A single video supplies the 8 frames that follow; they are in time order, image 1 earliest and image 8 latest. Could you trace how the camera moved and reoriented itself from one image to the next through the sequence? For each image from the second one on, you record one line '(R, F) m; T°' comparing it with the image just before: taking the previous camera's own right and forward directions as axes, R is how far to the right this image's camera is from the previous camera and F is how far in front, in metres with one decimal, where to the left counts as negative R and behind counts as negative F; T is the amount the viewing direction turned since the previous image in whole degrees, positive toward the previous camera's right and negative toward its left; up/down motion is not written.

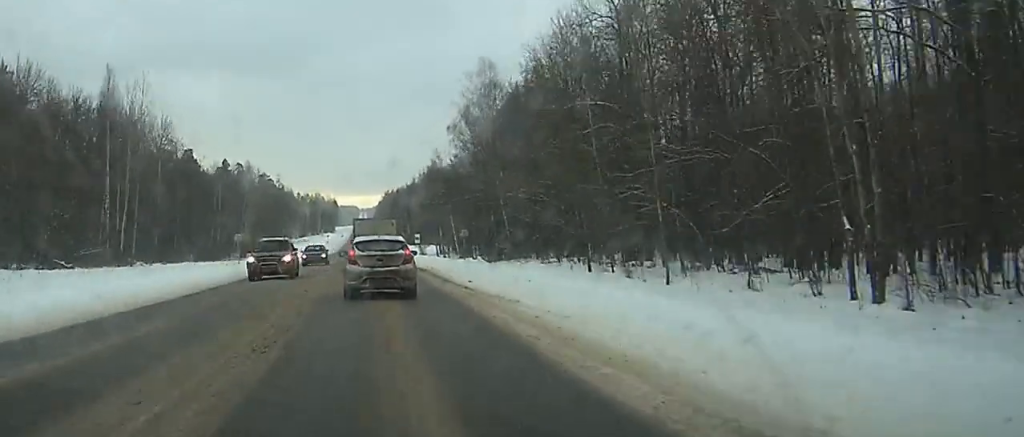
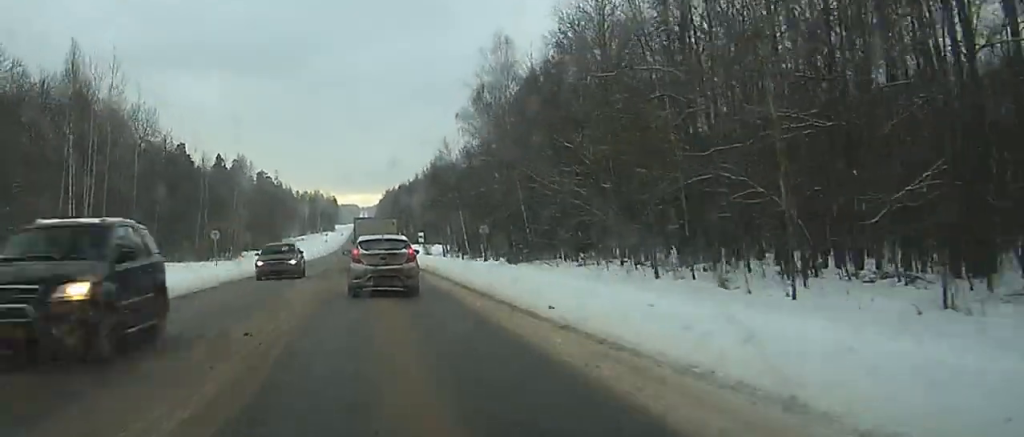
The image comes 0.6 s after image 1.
(0.0, +12.8) m; 0°
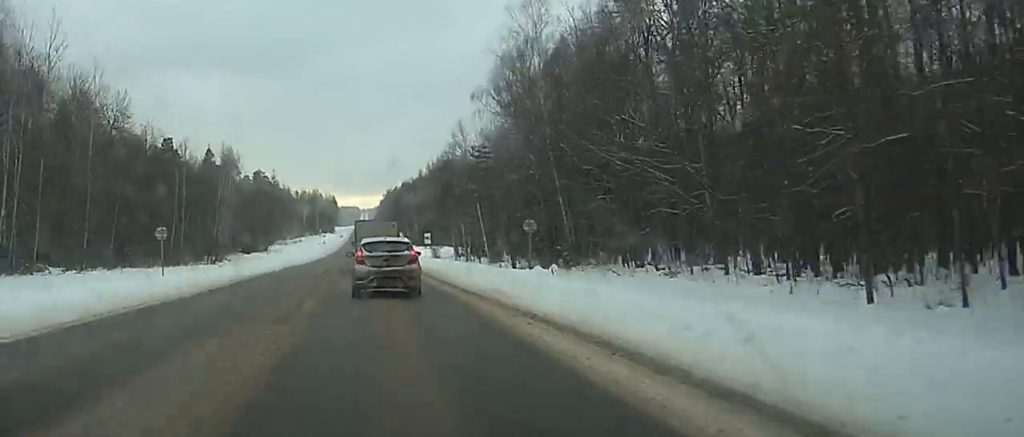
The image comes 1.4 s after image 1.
(0.0, +20.2) m; 0°
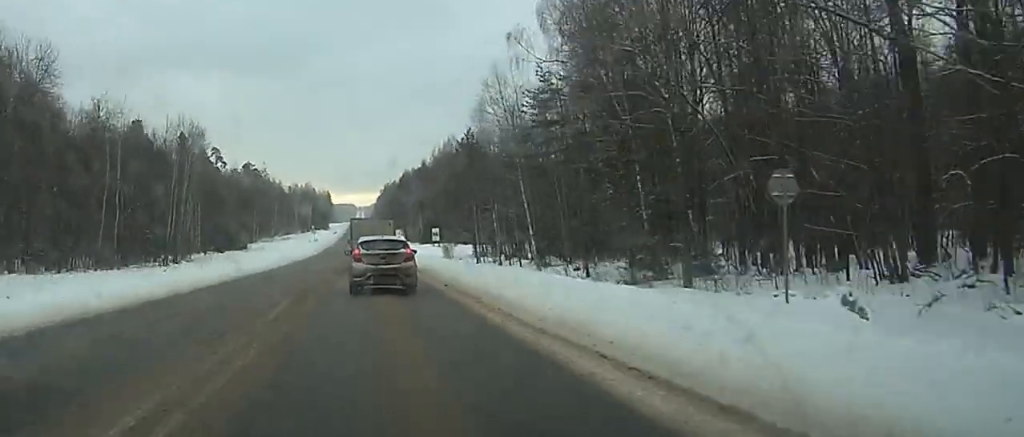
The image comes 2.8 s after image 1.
(+0.1, +36.3) m; 0°
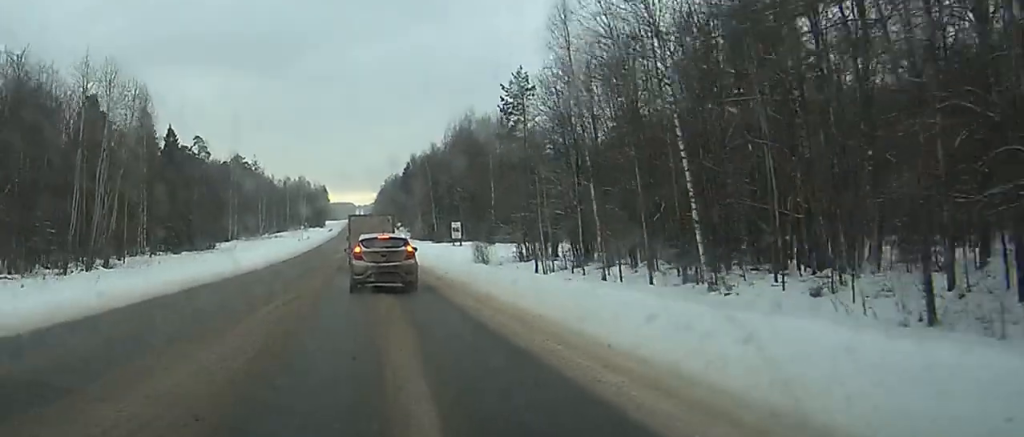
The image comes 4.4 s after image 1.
(0.0, +40.1) m; 0°
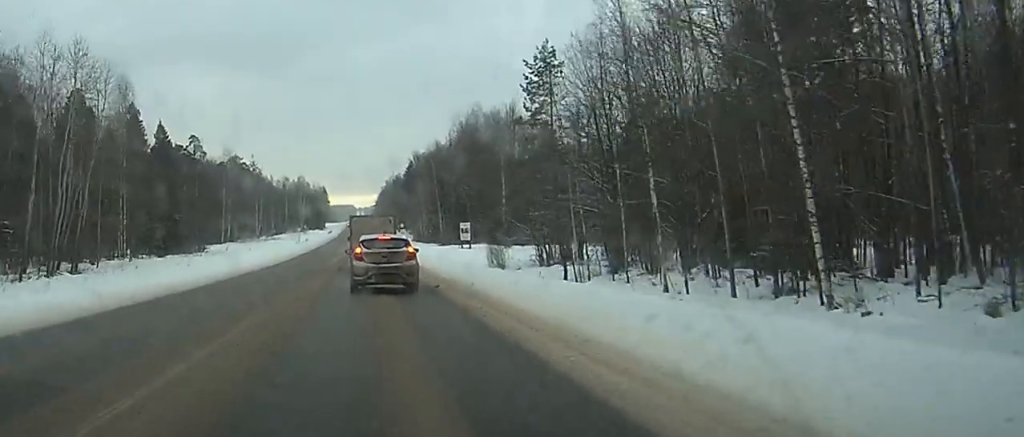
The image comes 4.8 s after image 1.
(0.0, +10.2) m; 0°
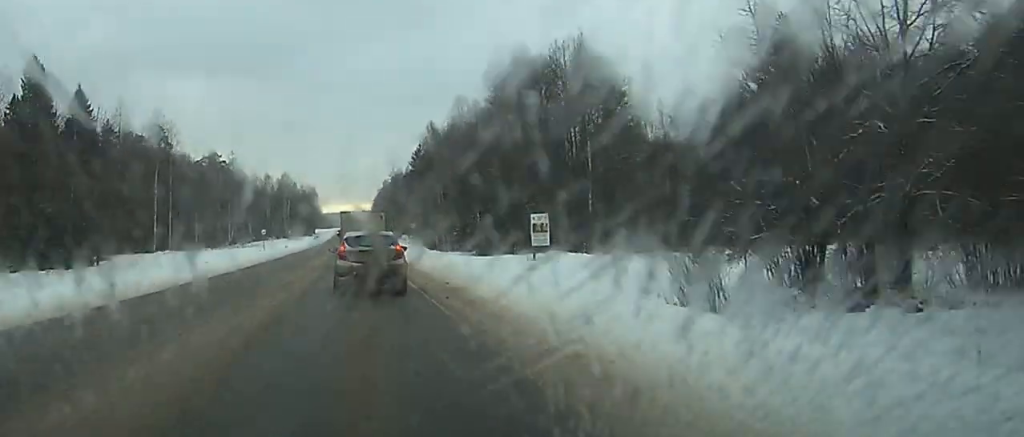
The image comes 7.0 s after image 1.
(-0.3, +48.2) m; -1°
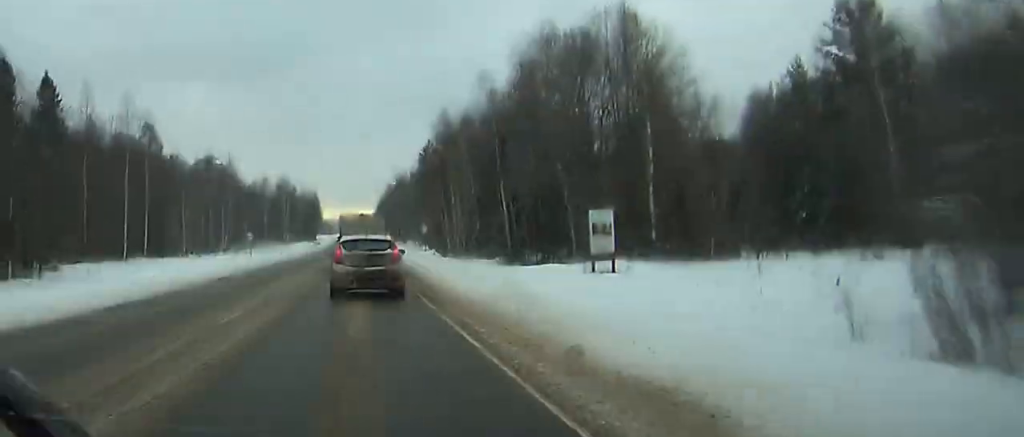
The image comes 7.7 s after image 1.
(0.0, +14.7) m; 0°
